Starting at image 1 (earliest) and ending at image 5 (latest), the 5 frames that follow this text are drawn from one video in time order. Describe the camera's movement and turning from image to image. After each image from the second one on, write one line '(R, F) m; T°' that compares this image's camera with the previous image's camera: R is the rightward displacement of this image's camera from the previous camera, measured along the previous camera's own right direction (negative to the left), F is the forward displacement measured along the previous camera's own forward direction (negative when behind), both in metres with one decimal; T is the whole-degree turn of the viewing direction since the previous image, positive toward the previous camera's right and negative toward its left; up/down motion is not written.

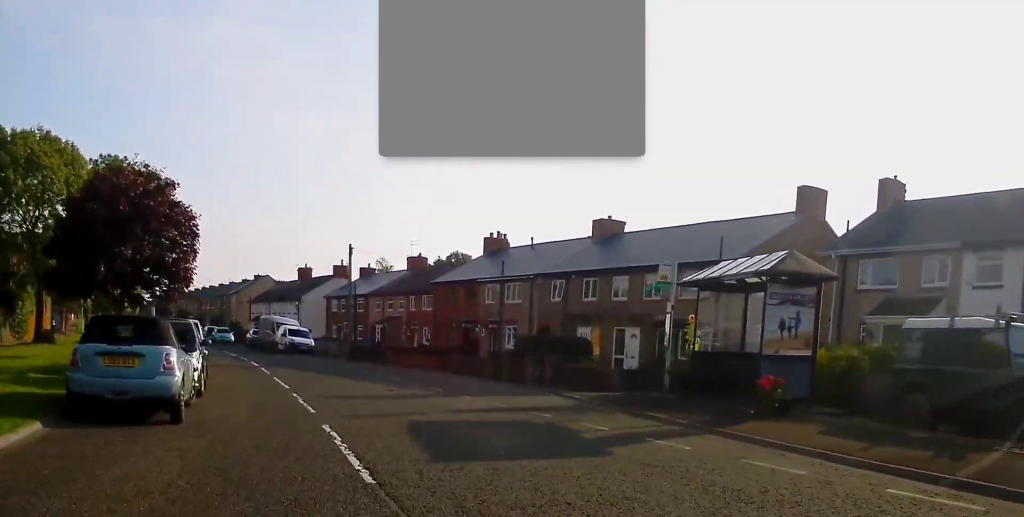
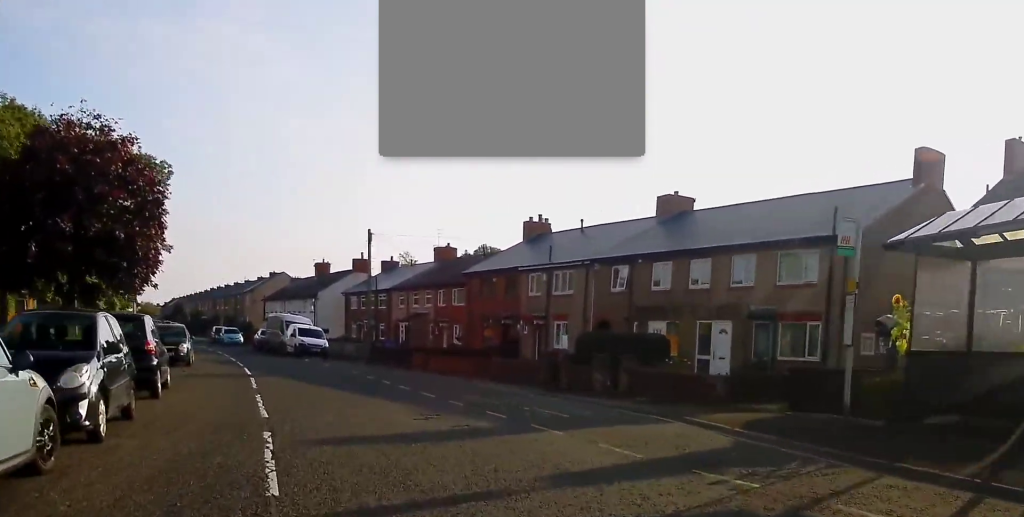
(-0.2, +6.7) m; -3°
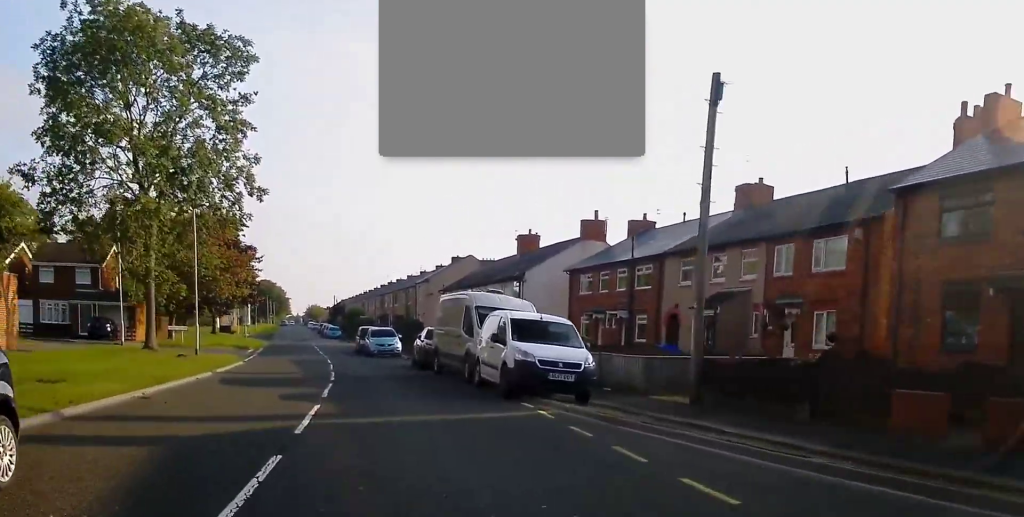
(-1.1, +25.5) m; -10°
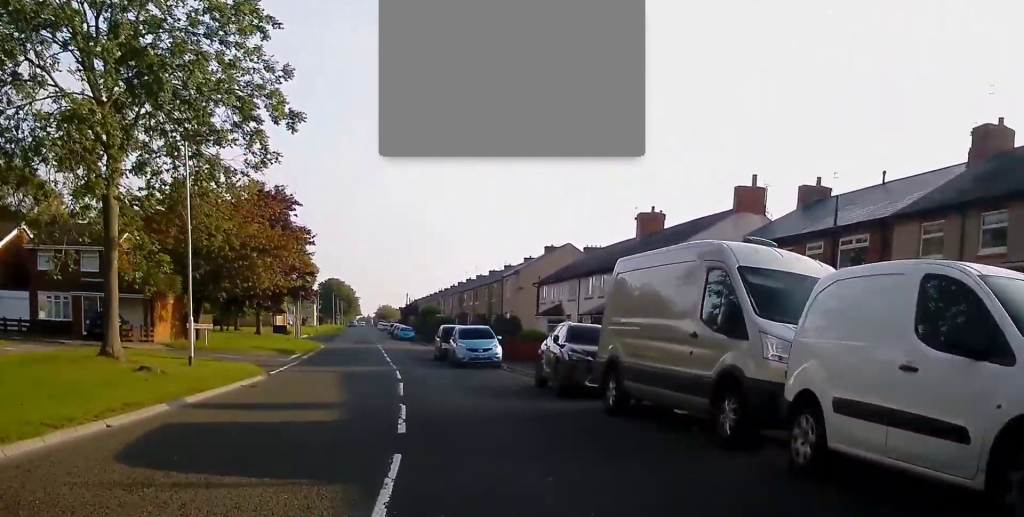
(-0.9, +11.9) m; -6°
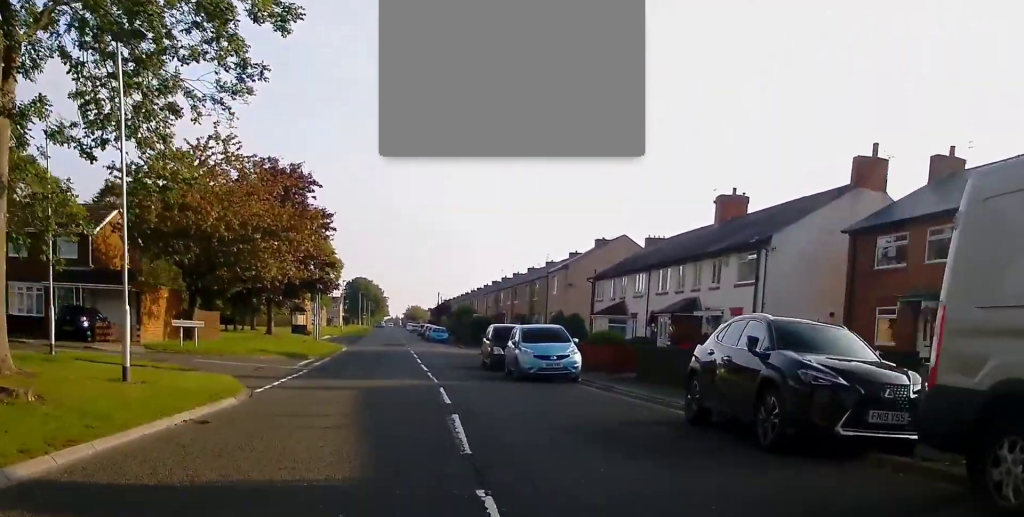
(0.0, +7.6) m; -2°
